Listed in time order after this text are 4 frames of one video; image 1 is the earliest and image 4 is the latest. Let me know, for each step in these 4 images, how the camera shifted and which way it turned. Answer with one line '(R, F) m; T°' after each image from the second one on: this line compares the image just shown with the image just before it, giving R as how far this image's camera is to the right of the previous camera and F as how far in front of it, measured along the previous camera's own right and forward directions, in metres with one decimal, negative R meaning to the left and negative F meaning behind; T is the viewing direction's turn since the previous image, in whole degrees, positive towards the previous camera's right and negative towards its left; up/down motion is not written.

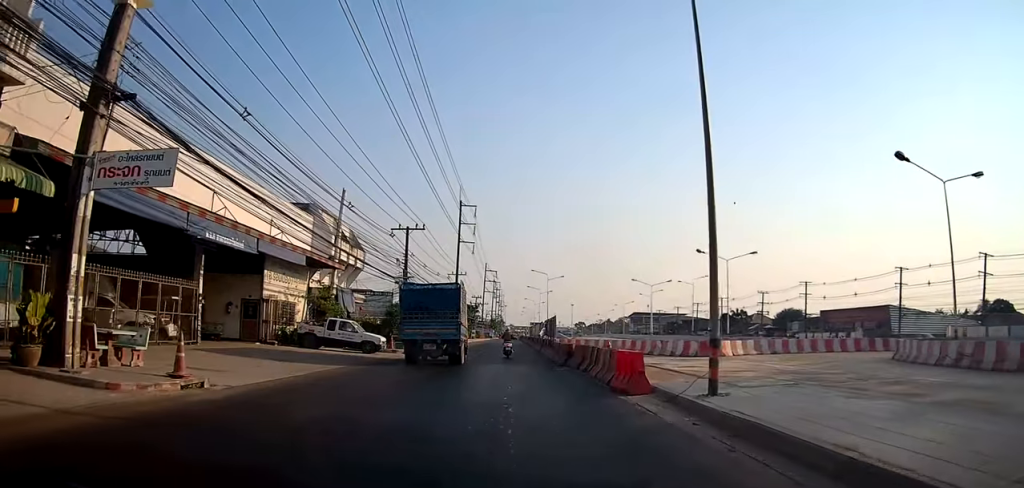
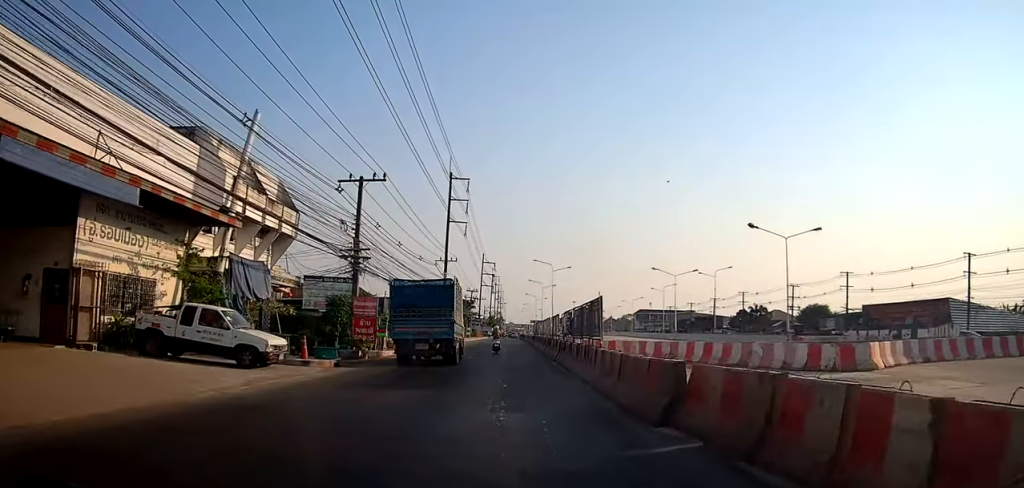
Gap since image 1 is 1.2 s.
(-0.4, +13.4) m; -2°
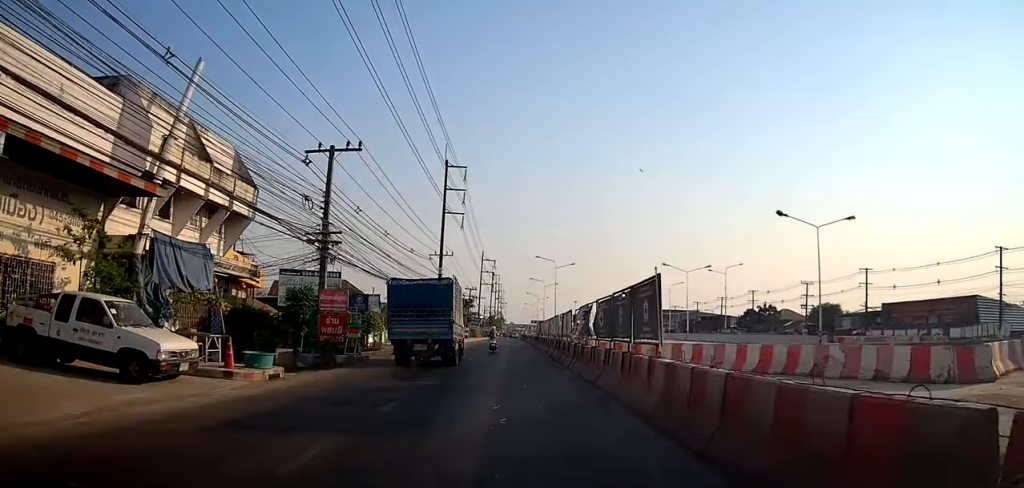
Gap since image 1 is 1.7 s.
(0.0, +5.1) m; +1°
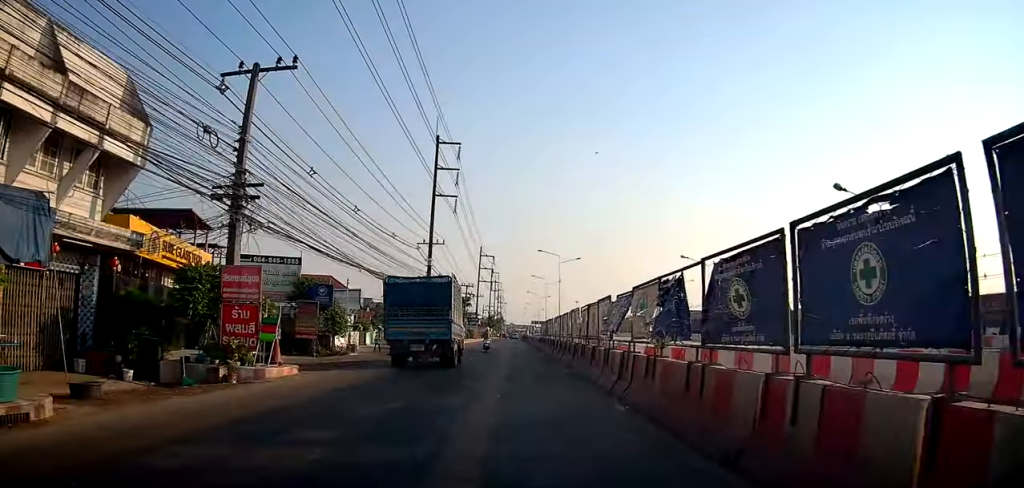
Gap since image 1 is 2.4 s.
(-0.1, +8.0) m; +2°
